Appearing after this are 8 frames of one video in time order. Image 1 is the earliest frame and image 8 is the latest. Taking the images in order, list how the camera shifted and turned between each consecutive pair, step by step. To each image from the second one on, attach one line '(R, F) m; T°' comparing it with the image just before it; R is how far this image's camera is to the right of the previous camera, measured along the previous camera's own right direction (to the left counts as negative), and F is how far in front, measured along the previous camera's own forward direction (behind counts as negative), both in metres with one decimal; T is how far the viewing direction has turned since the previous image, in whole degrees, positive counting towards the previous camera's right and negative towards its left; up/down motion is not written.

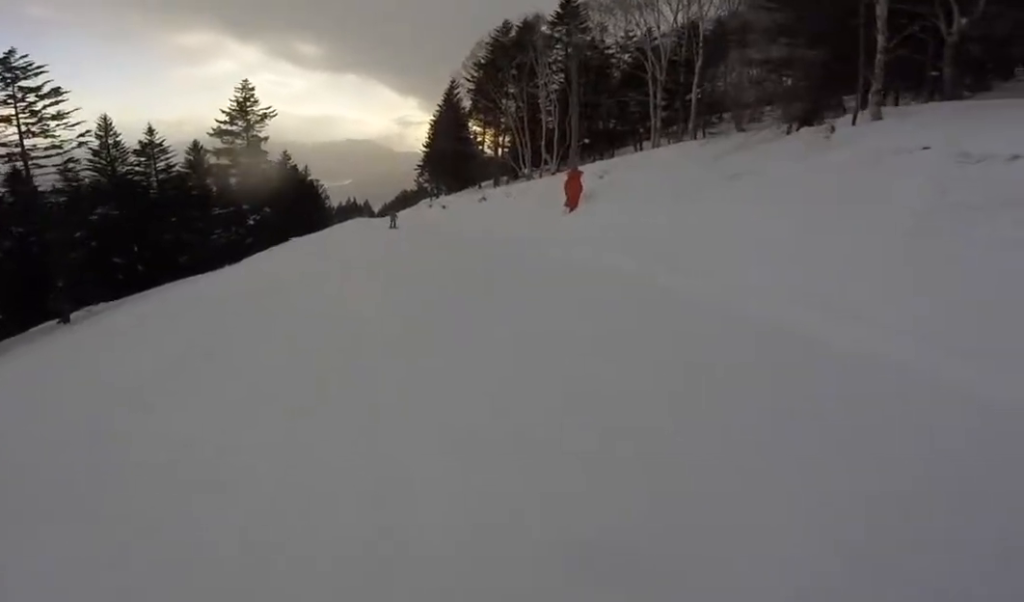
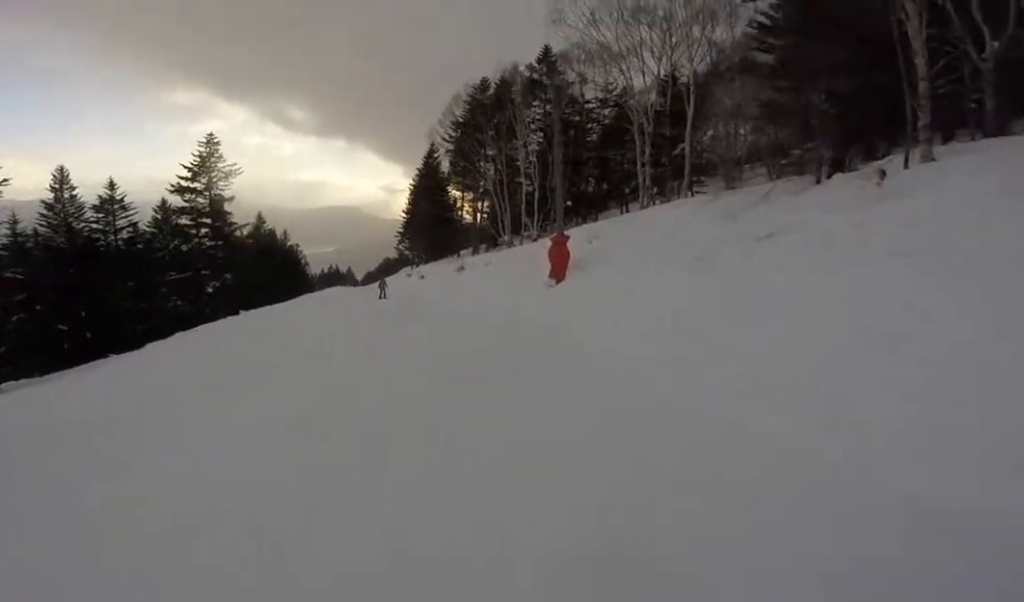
(-0.4, +3.2) m; +1°
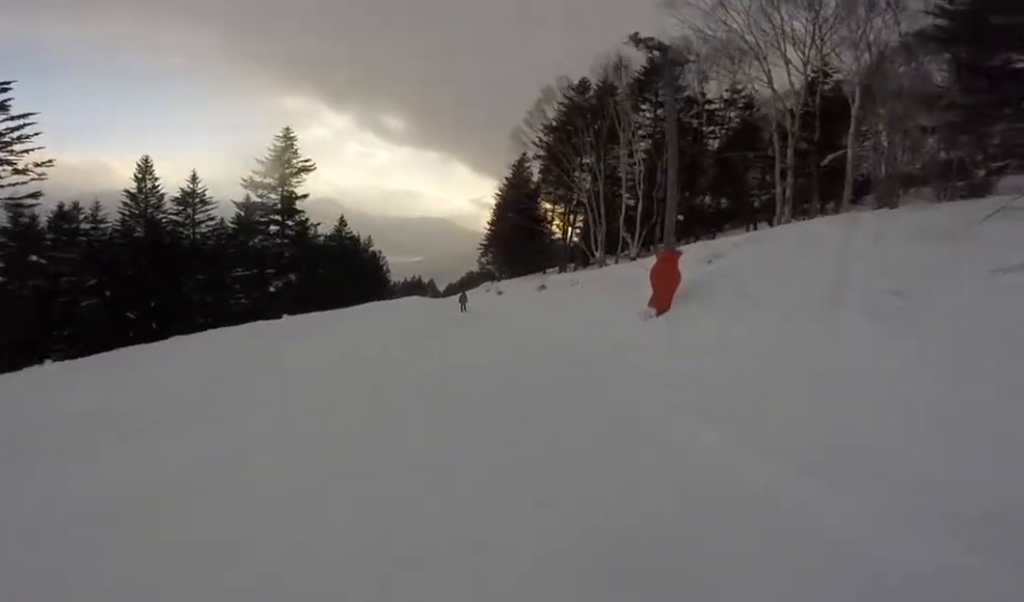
(+0.4, +3.4) m; +5°
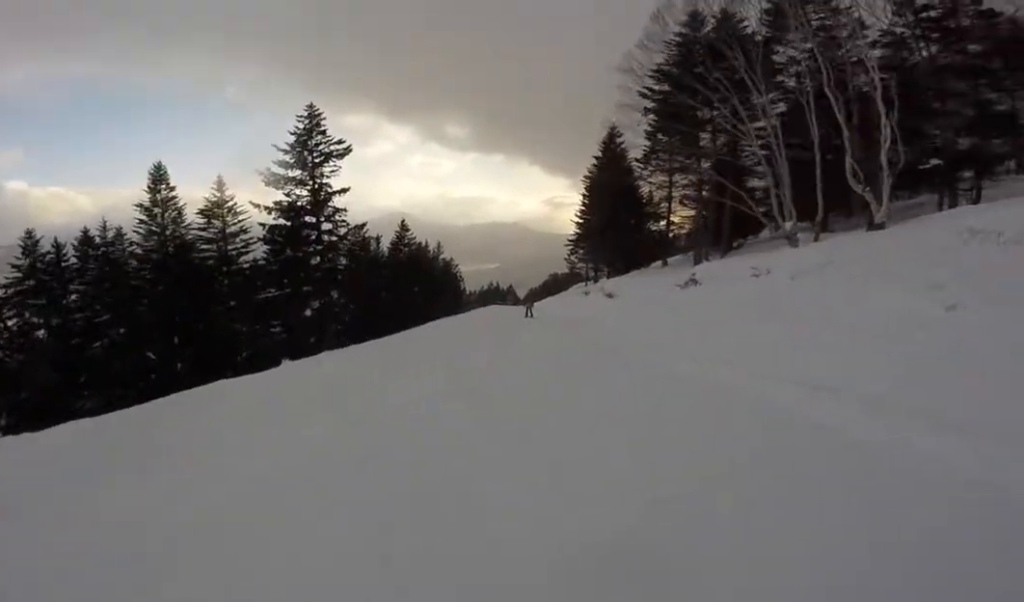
(+0.4, +10.0) m; +2°
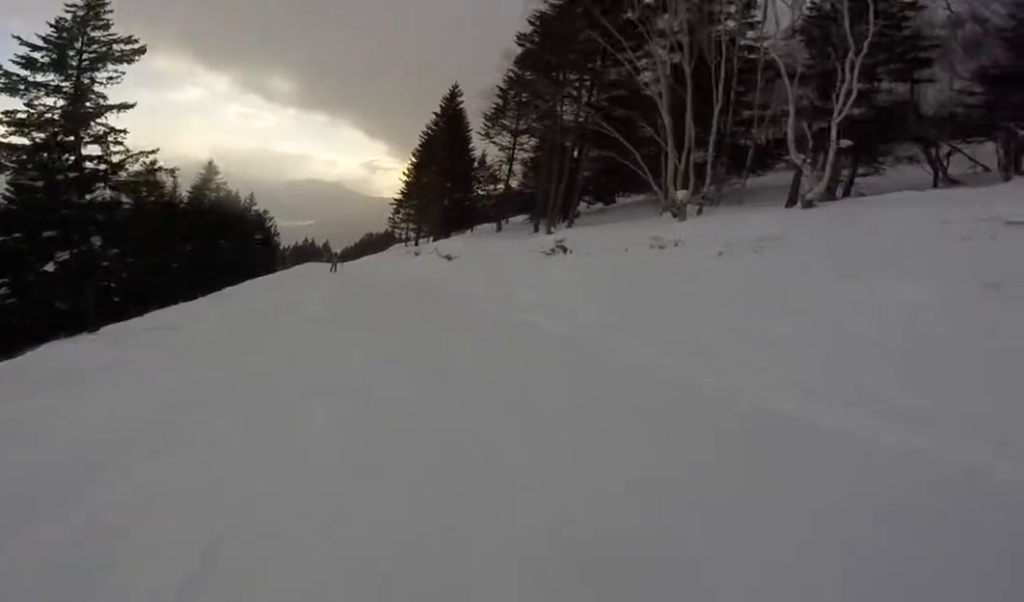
(0.0, +6.0) m; +9°
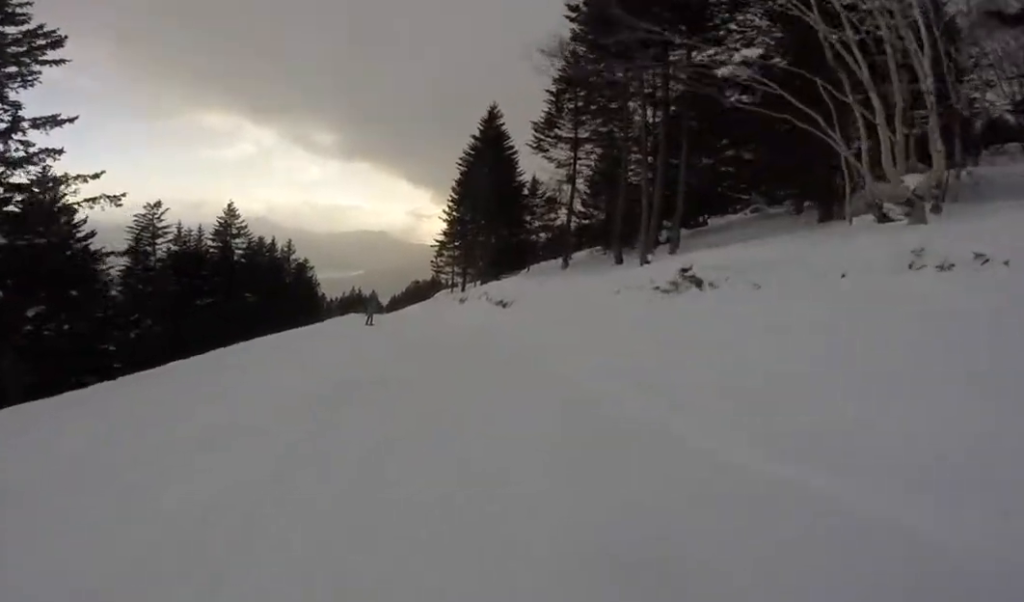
(+1.0, +6.5) m; -16°
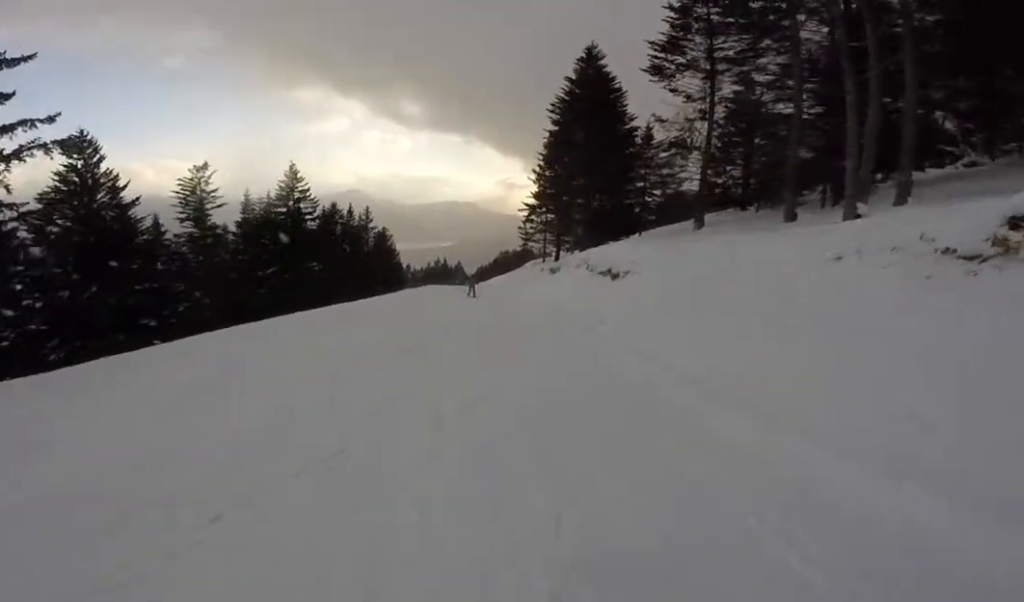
(-2.4, +5.0) m; -12°
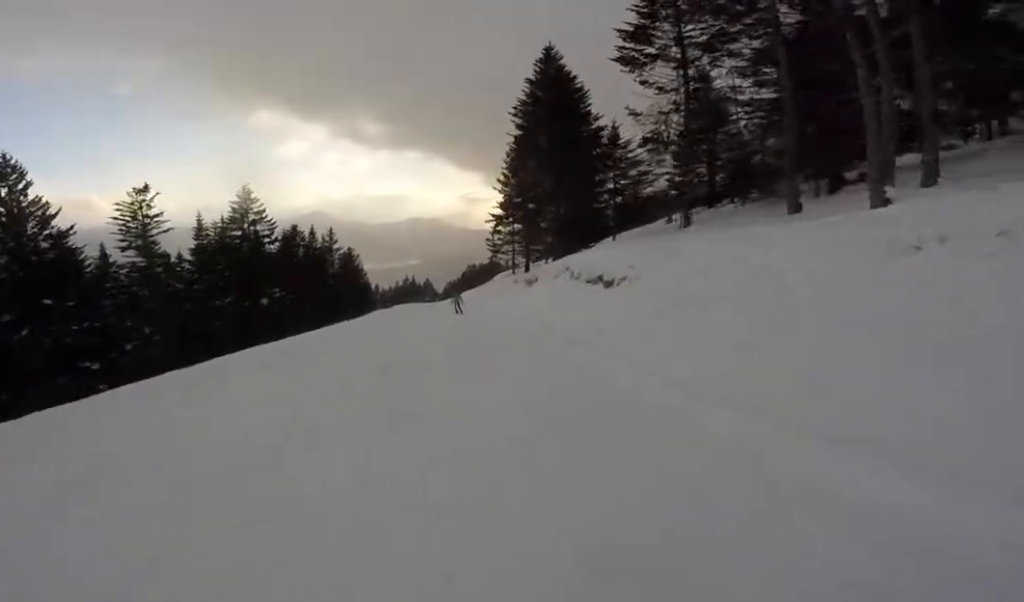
(+0.6, +2.1) m; +5°
